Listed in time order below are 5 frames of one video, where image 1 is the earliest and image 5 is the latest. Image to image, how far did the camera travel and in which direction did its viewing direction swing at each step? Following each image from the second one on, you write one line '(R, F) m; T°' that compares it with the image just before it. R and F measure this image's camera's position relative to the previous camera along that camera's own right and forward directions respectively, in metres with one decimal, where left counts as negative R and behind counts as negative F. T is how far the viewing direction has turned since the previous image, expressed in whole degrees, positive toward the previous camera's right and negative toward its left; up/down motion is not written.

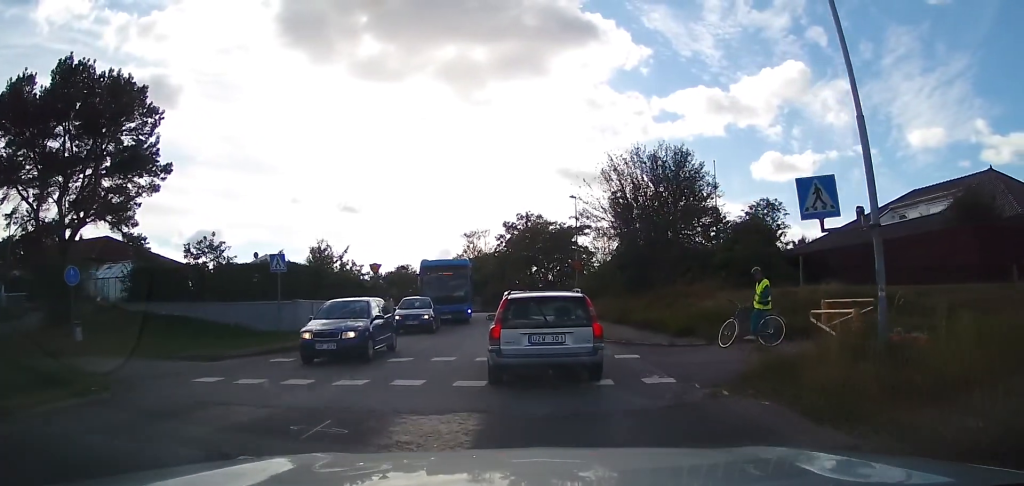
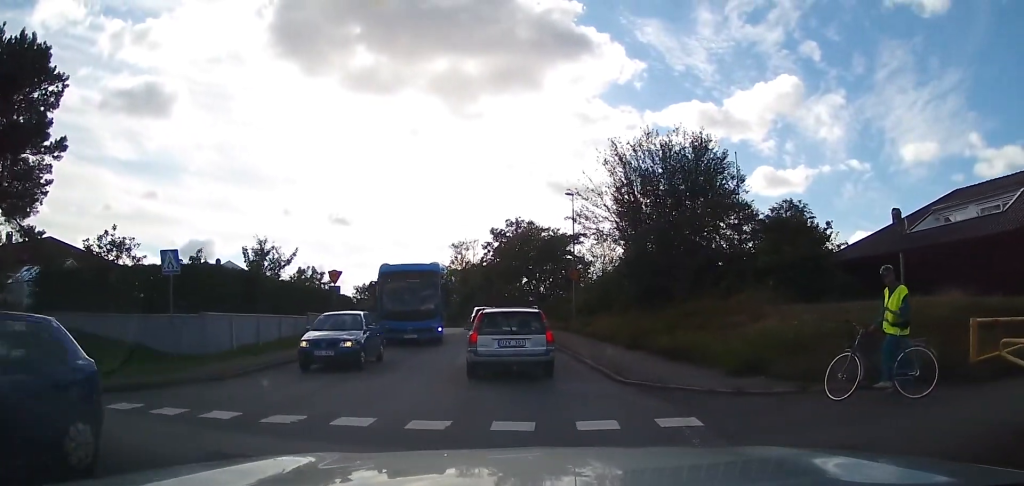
(+0.8, +6.7) m; +2°
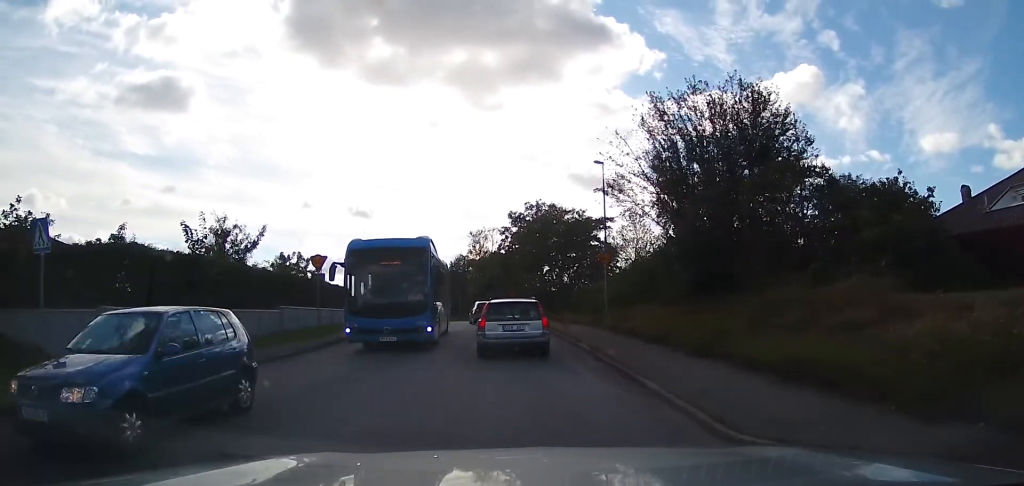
(-0.2, +5.4) m; -5°
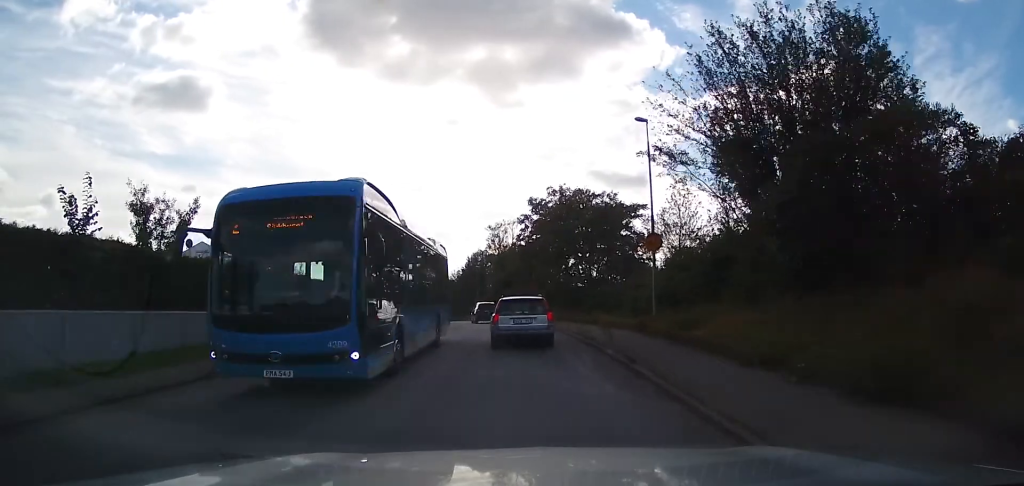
(-0.3, +6.0) m; +1°
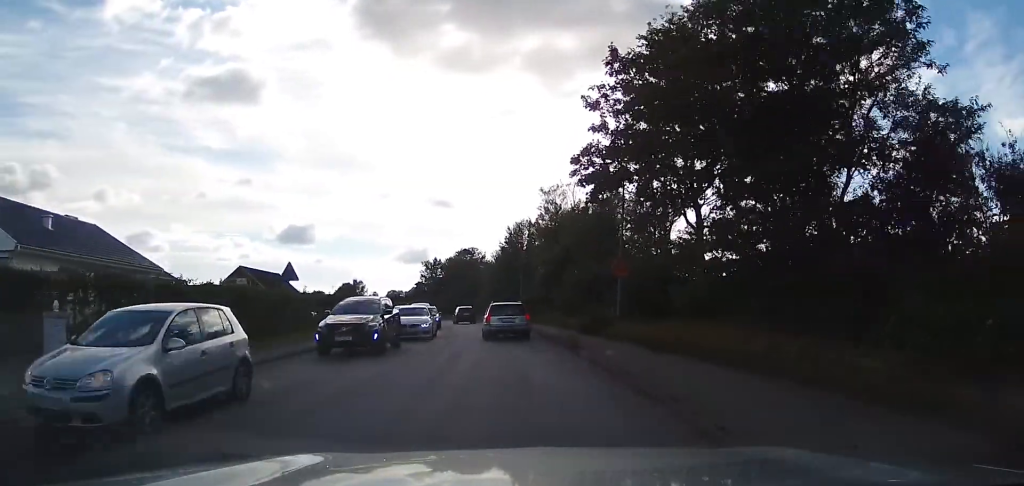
(+0.8, +25.4) m; -3°
